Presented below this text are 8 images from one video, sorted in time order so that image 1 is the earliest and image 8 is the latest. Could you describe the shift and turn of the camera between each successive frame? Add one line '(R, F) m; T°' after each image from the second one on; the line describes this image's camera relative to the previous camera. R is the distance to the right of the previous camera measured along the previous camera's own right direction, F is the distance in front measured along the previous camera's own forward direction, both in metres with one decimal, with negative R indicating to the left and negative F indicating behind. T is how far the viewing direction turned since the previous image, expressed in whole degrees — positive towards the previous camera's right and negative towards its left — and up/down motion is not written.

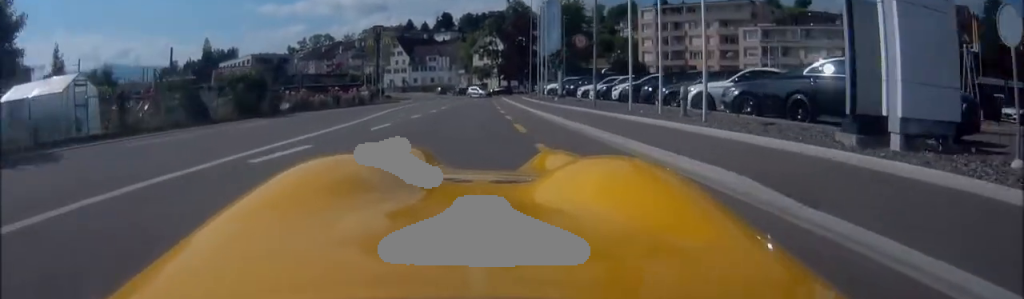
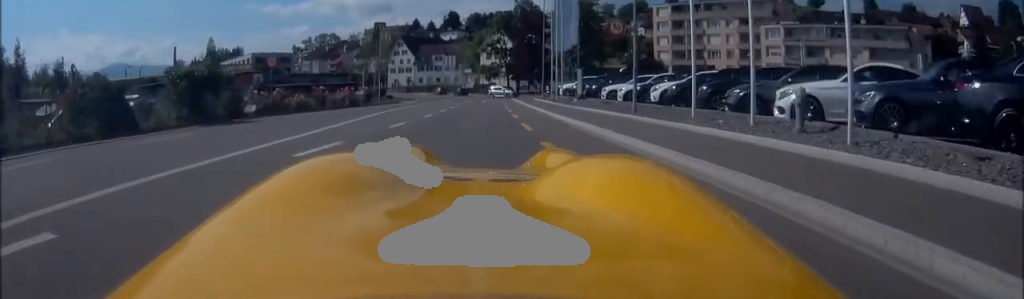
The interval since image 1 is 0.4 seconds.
(-0.1, +5.5) m; -1°
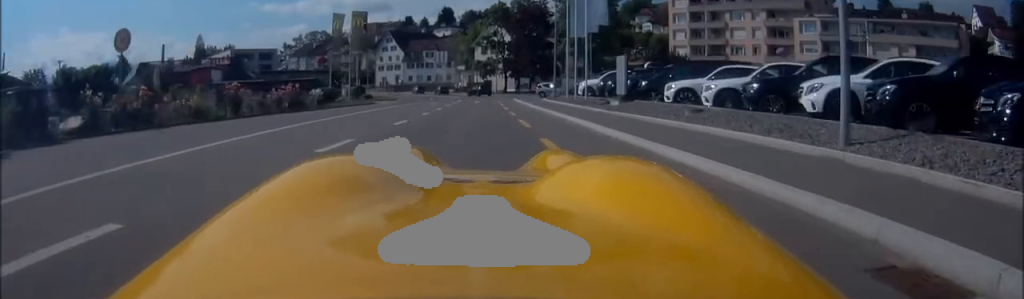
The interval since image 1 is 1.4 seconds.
(-0.2, +11.9) m; -1°
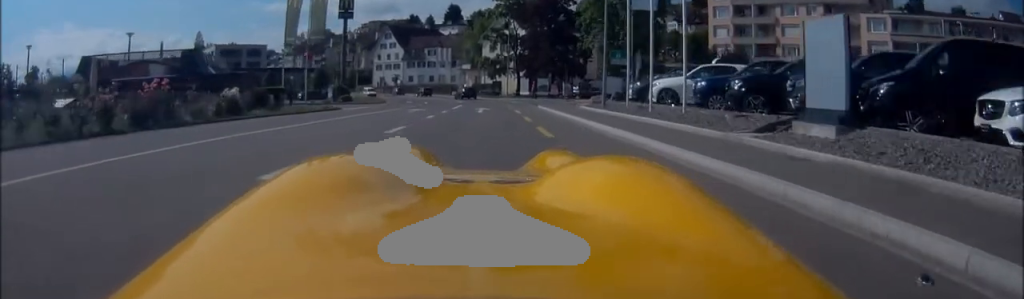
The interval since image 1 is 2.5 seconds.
(0.0, +14.6) m; 0°
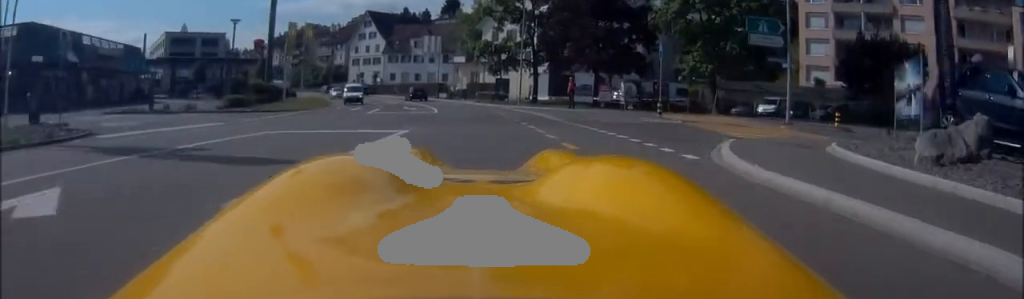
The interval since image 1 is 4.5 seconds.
(+0.2, +25.4) m; 0°
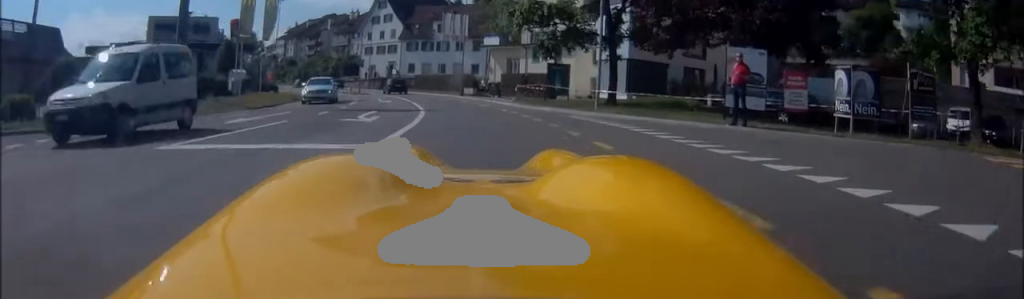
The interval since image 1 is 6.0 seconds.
(-0.3, +19.2) m; -4°
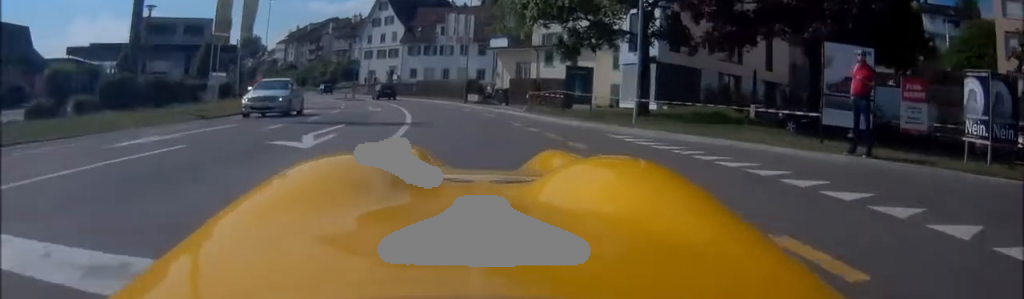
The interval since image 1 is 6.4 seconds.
(-0.2, +5.0) m; -2°
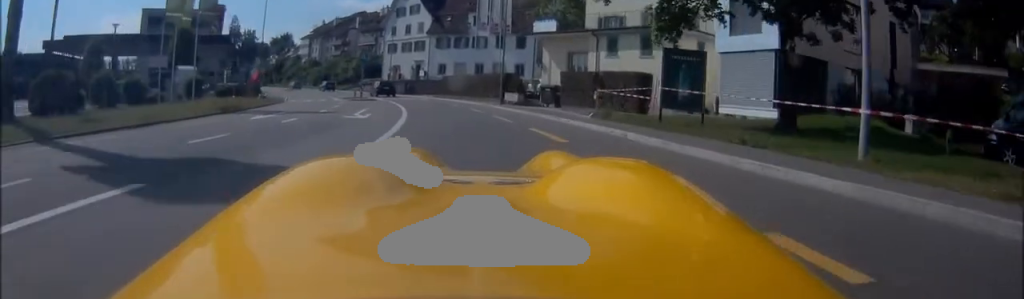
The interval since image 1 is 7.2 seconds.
(-0.3, +10.0) m; -3°
